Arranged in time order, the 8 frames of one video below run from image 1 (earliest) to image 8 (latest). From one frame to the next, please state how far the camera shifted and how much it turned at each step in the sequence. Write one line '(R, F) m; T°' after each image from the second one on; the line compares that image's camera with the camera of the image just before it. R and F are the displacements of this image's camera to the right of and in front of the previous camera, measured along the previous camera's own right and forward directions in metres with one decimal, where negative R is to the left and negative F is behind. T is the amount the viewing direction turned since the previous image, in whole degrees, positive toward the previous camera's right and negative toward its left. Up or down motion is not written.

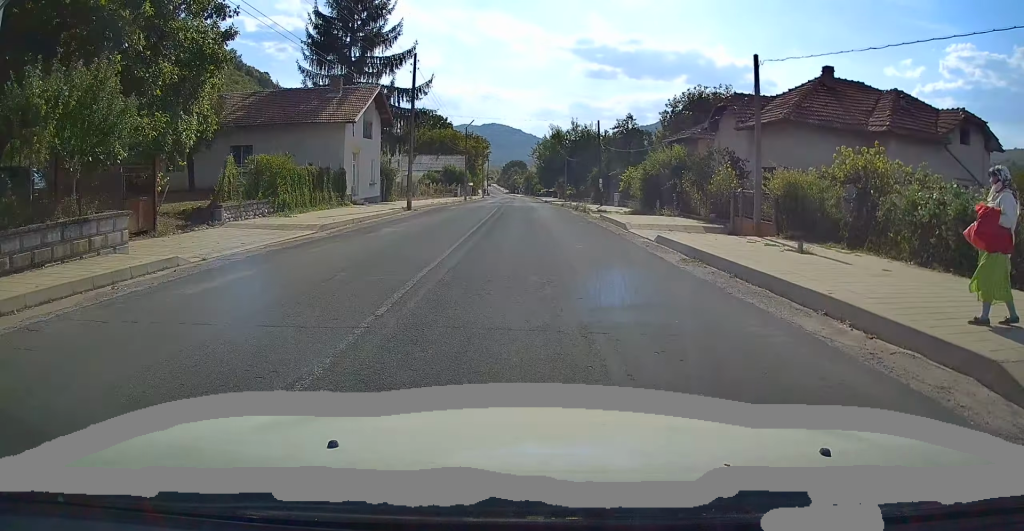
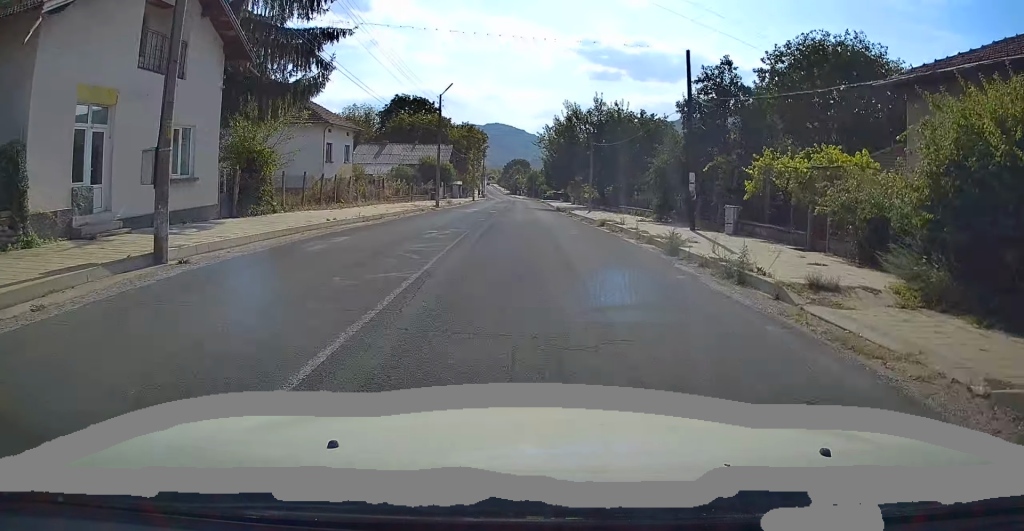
(-0.1, +23.9) m; +1°
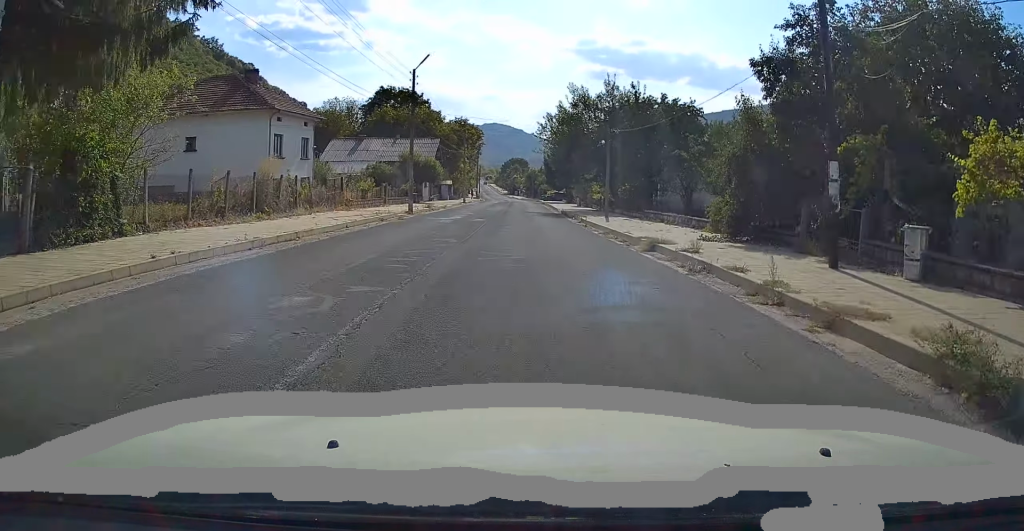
(+0.1, +10.1) m; +1°
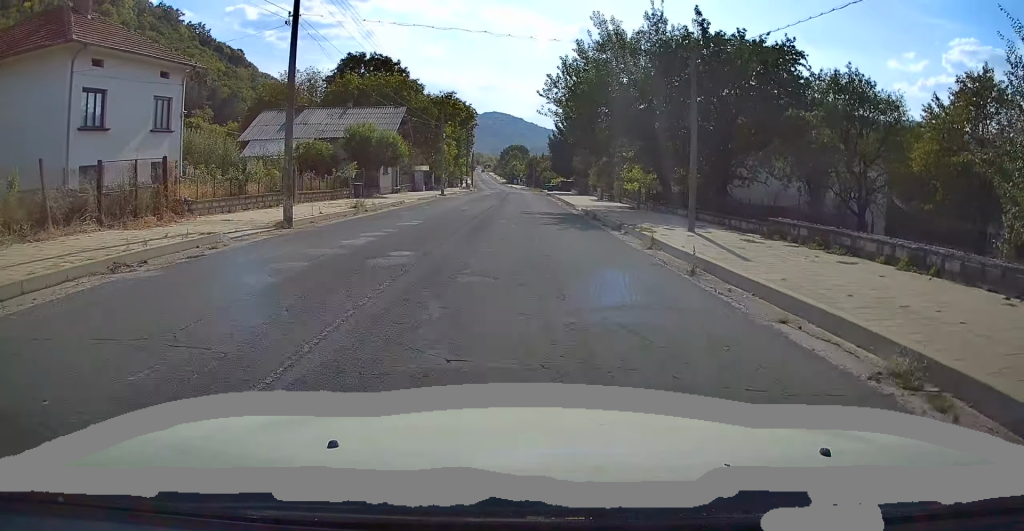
(+0.1, +18.5) m; 0°
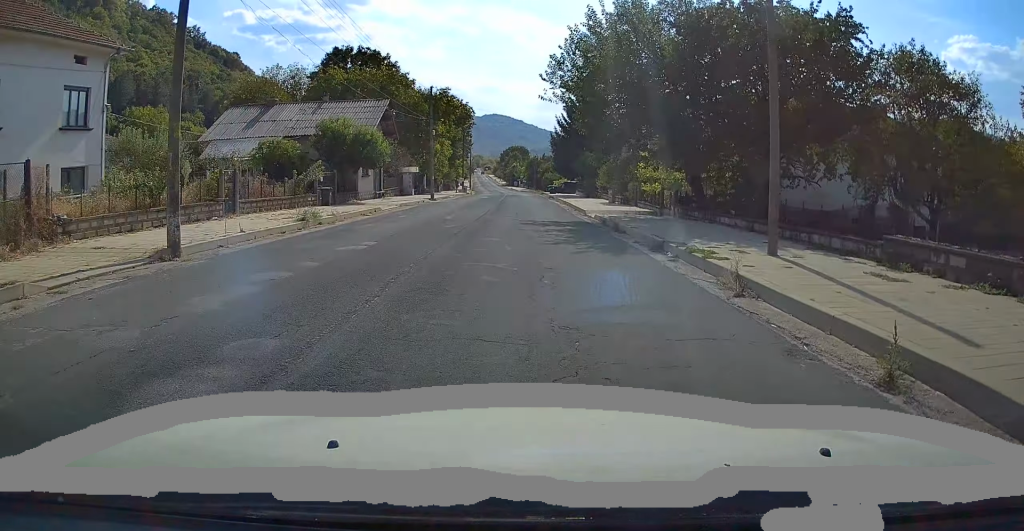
(+0.1, +5.9) m; 0°
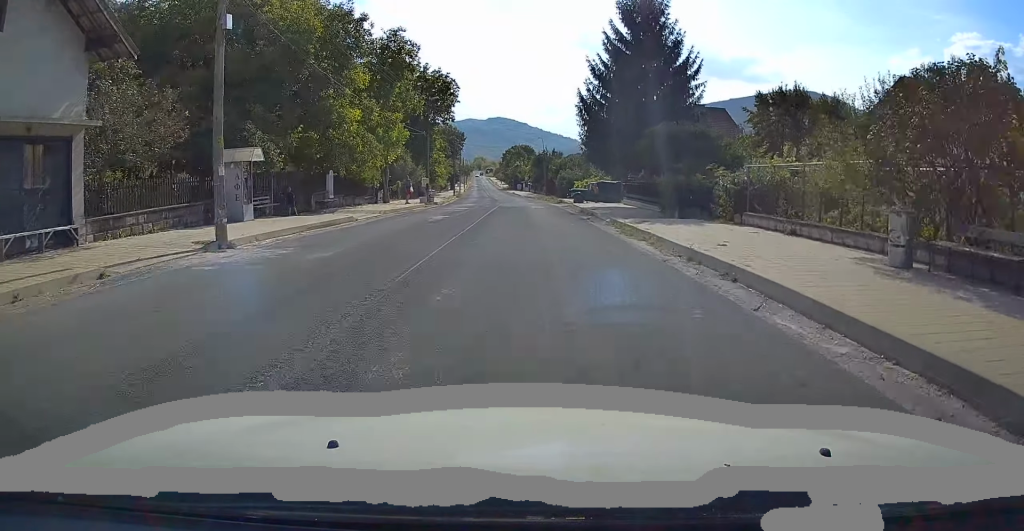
(-1.0, +32.6) m; -3°
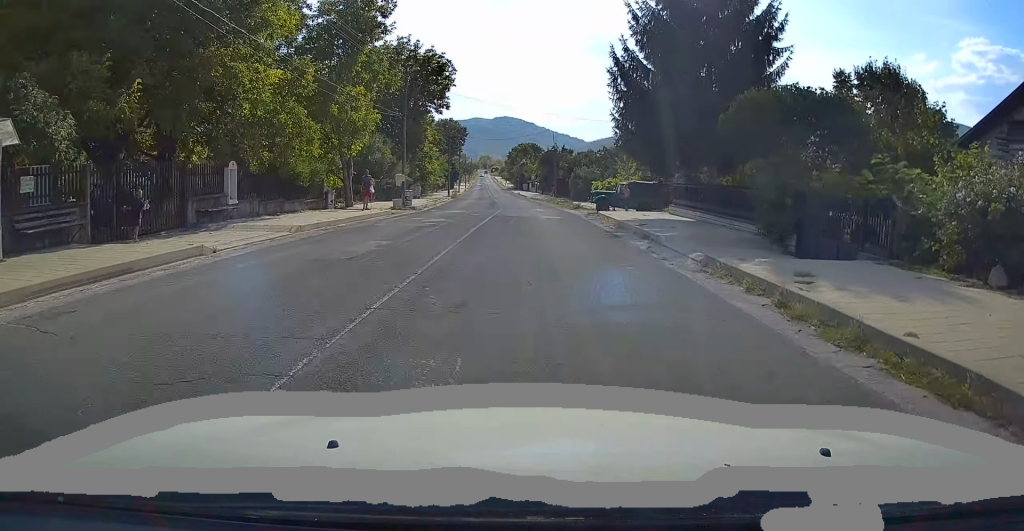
(-0.3, +11.7) m; 0°
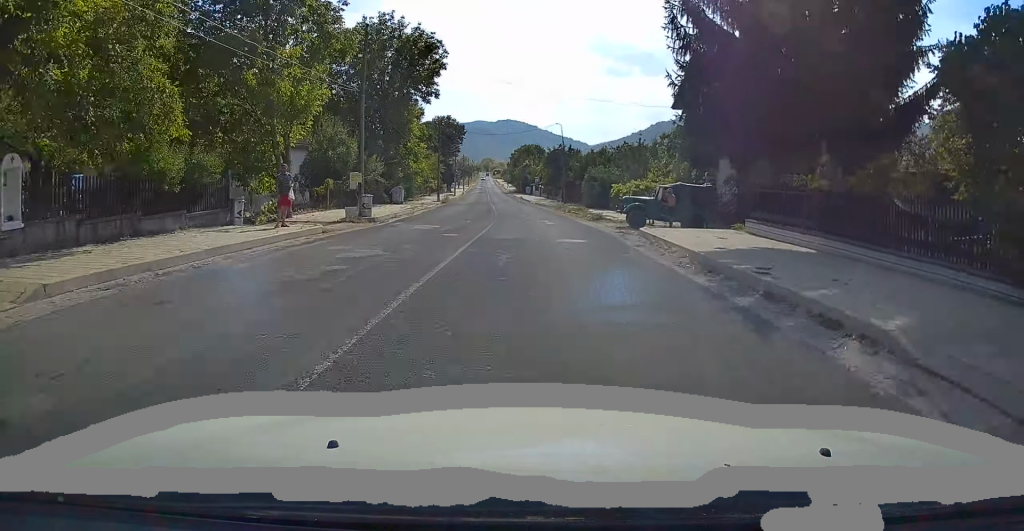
(+0.2, +10.3) m; +1°
